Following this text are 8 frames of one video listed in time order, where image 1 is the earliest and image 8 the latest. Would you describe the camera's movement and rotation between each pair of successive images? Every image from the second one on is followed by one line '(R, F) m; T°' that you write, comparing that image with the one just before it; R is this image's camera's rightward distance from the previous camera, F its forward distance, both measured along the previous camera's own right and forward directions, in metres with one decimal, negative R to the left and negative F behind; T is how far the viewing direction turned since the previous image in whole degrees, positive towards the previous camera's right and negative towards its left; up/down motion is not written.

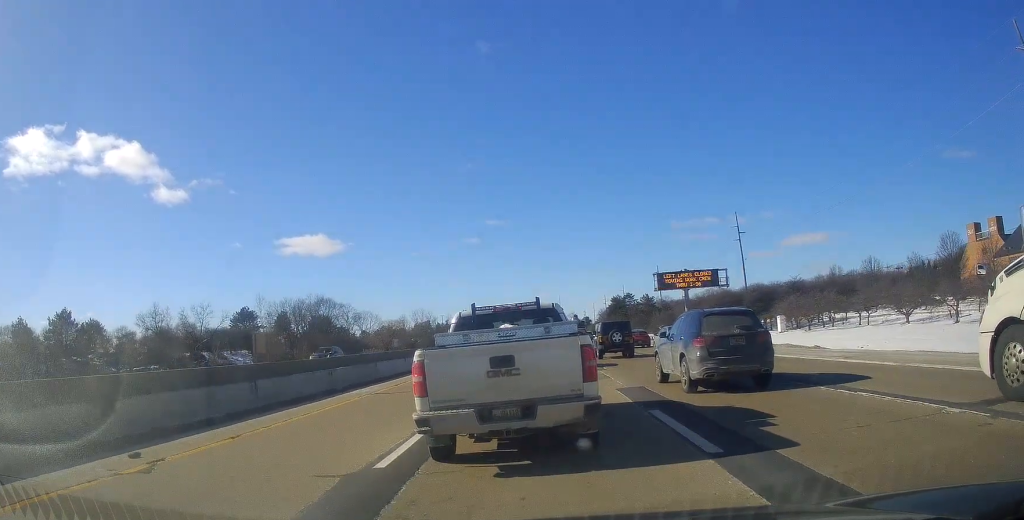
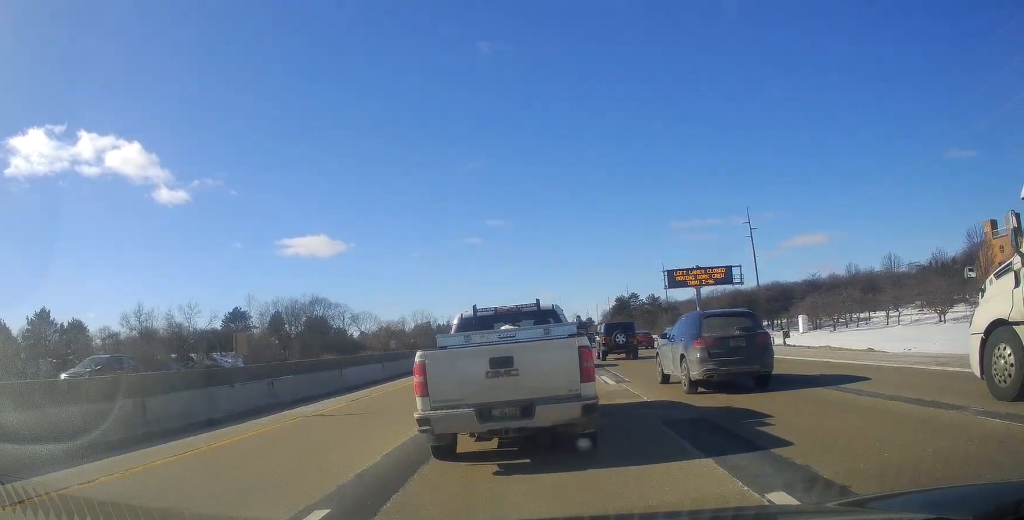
(0.0, +5.8) m; 0°
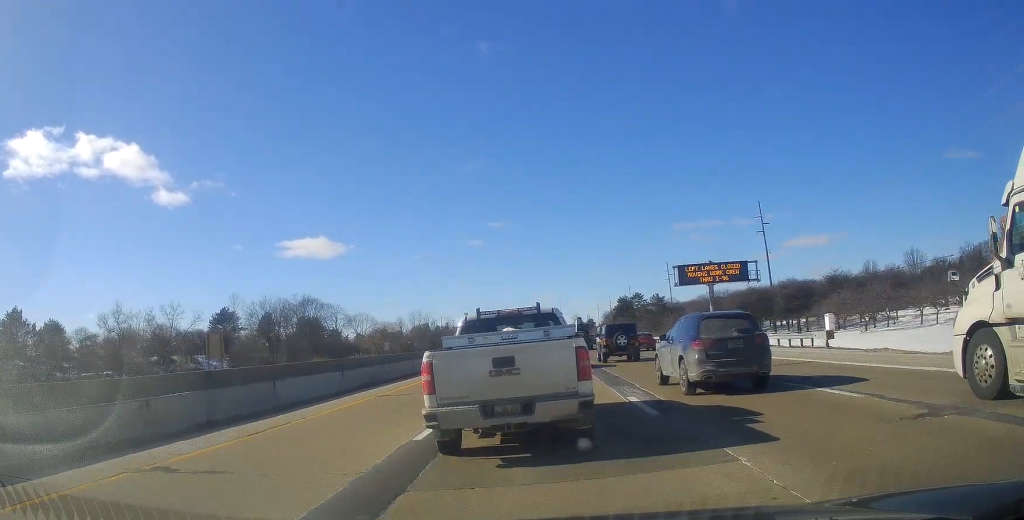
(0.0, +6.7) m; 0°
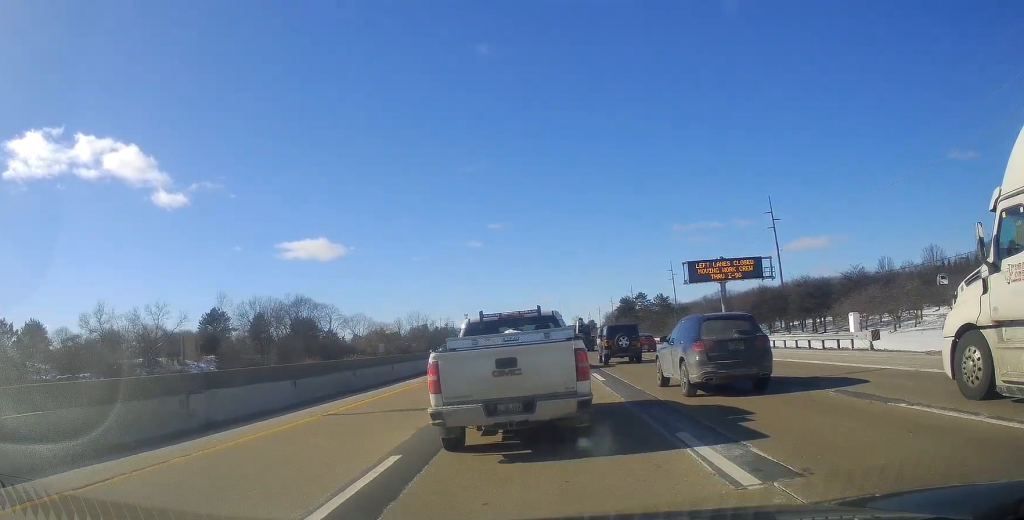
(0.0, +5.1) m; 0°
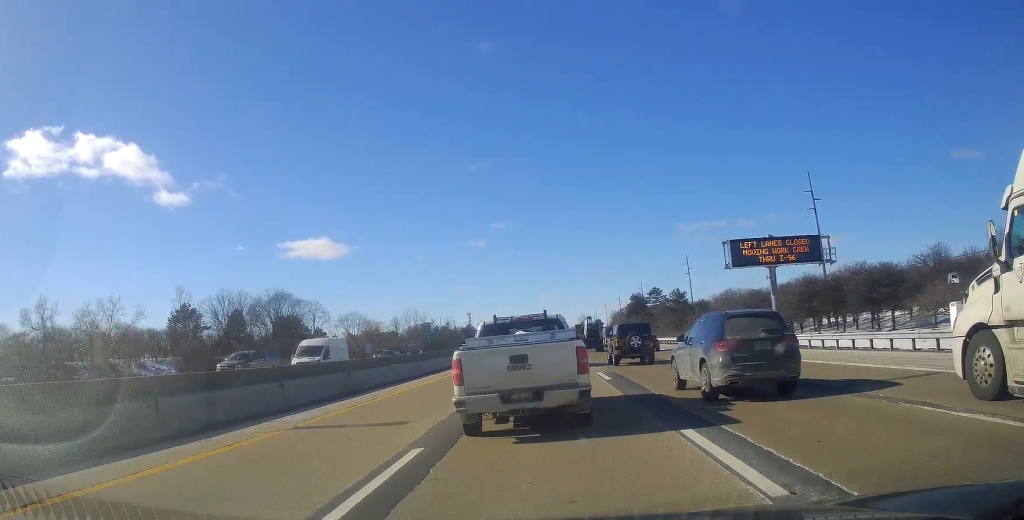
(0.0, +15.3) m; 0°
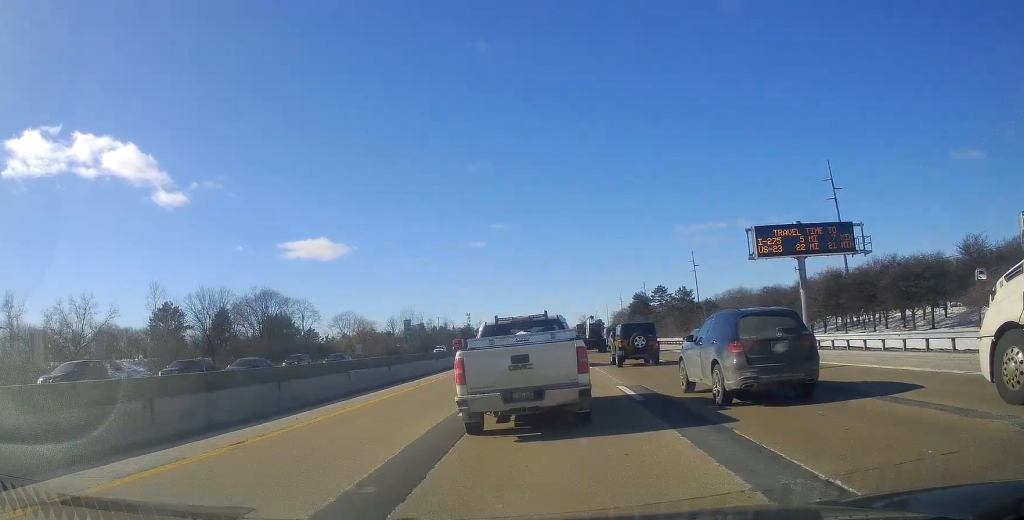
(0.0, +7.2) m; -1°
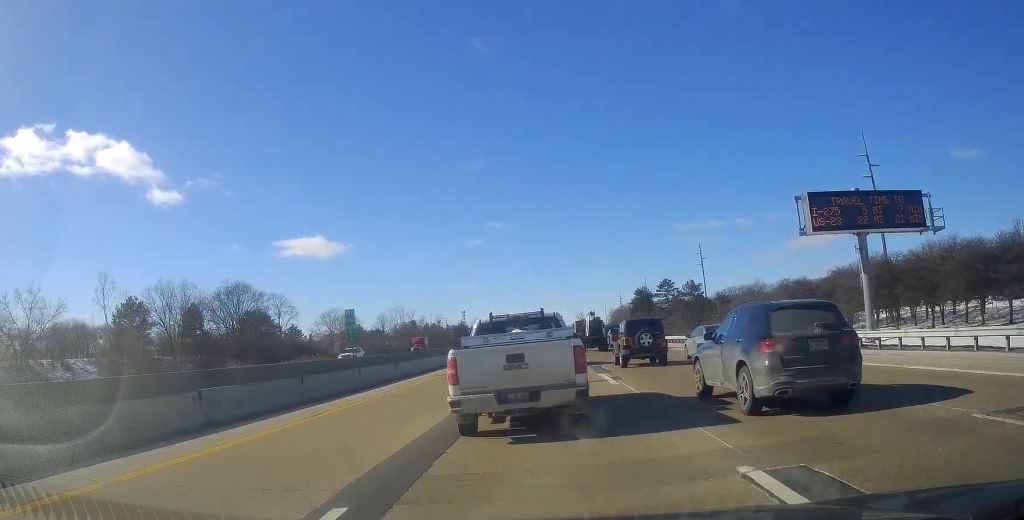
(-0.4, +11.3) m; -3°
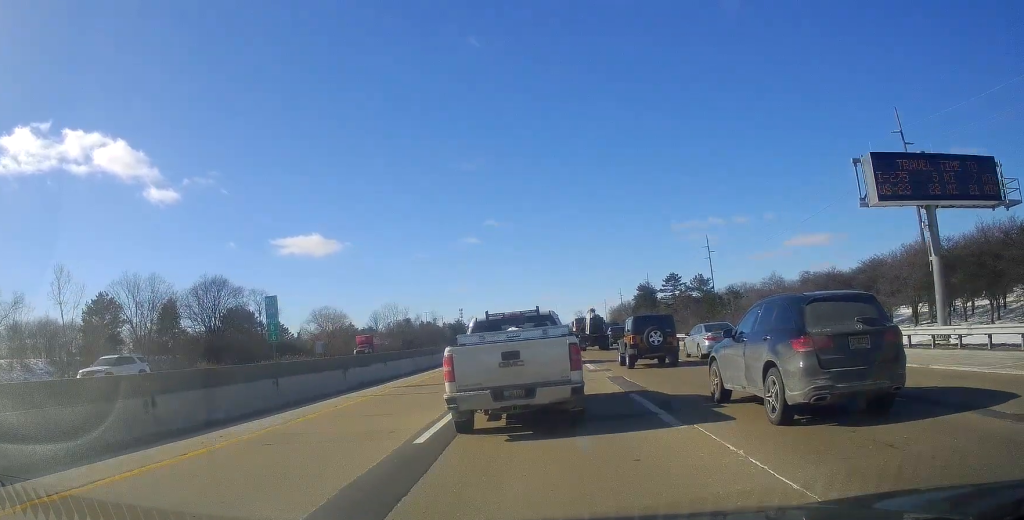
(0.0, +8.6) m; +2°
